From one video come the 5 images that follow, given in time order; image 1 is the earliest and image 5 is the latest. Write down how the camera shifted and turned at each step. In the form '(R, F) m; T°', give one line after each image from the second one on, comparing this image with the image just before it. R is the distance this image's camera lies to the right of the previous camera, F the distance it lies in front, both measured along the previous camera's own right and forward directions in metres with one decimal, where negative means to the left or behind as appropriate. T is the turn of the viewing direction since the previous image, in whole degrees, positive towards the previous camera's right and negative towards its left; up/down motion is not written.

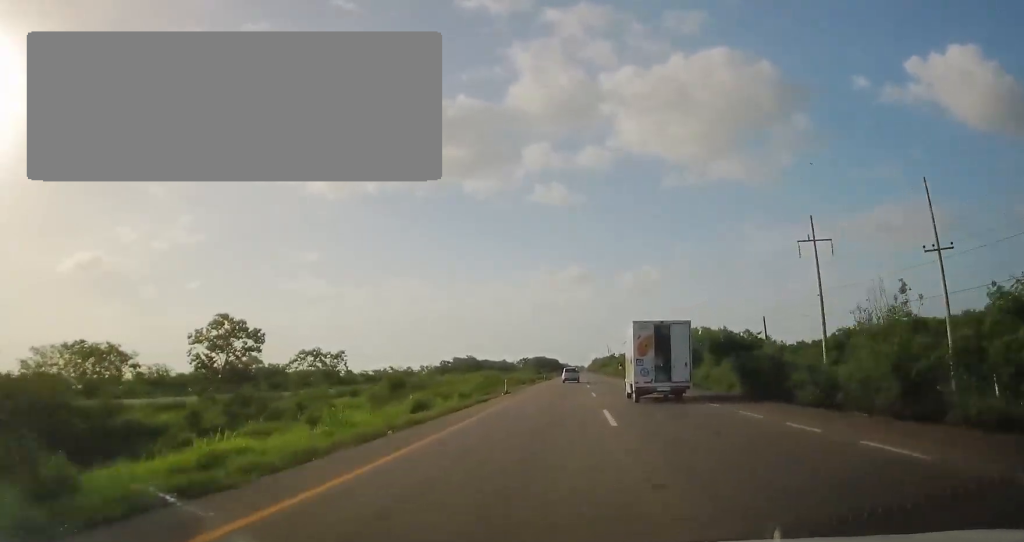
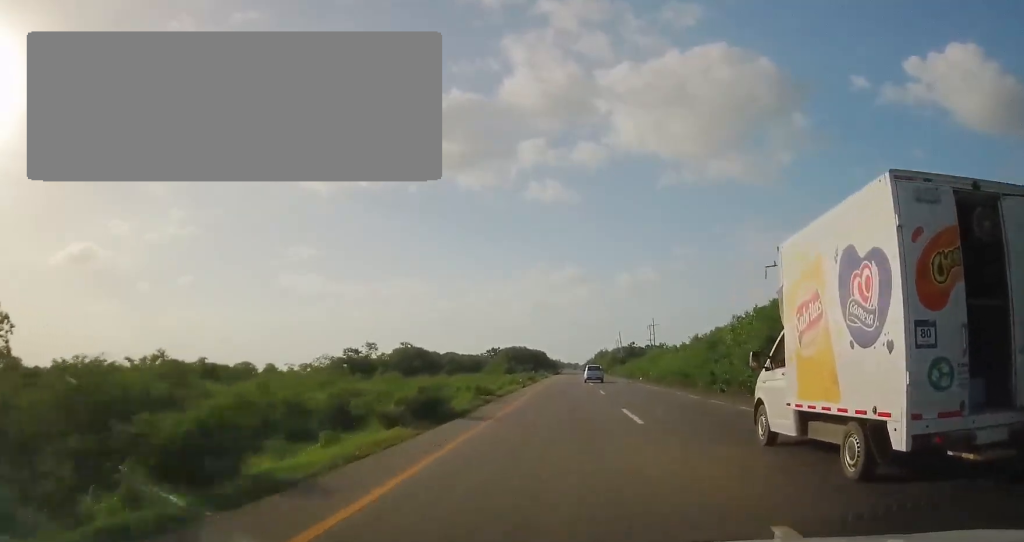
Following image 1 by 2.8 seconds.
(-0.3, +74.7) m; 0°
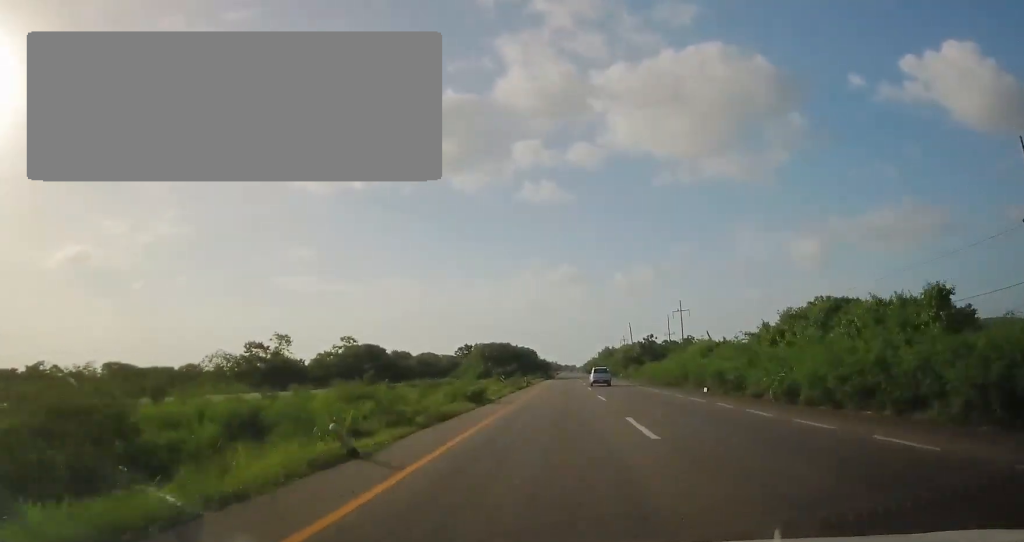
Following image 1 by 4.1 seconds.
(+0.3, +33.1) m; +1°
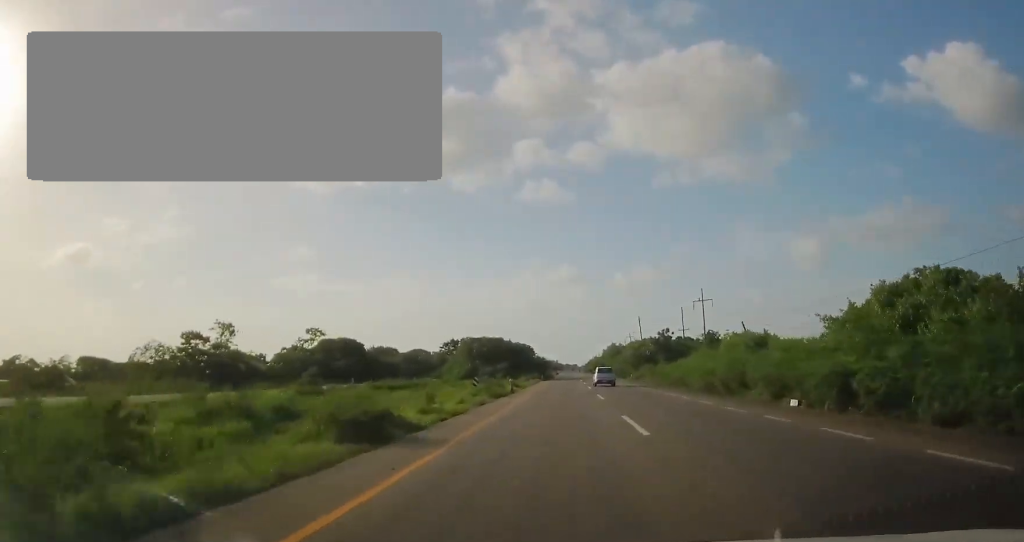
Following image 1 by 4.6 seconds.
(+0.1, +13.7) m; +1°
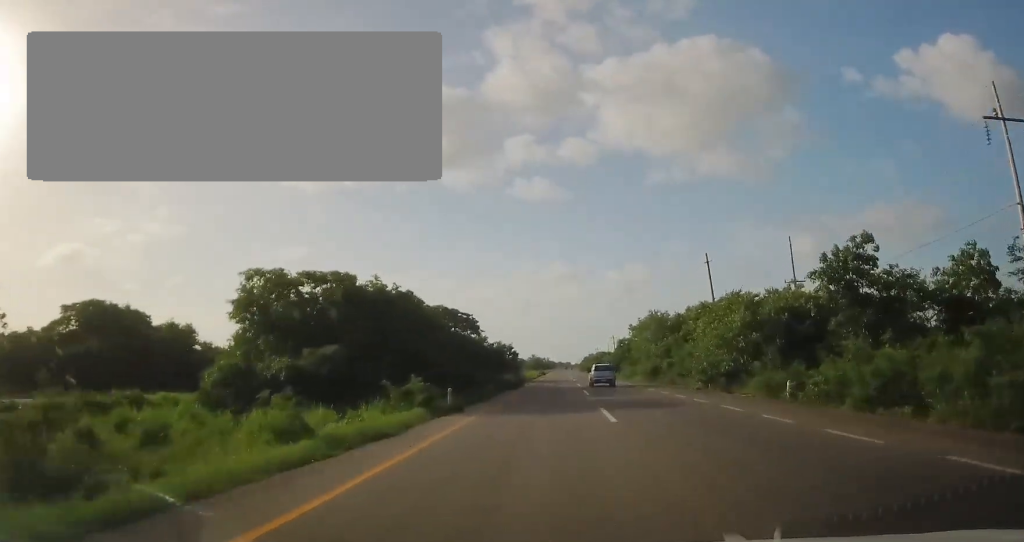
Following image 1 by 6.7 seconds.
(-0.1, +56.9) m; -1°
